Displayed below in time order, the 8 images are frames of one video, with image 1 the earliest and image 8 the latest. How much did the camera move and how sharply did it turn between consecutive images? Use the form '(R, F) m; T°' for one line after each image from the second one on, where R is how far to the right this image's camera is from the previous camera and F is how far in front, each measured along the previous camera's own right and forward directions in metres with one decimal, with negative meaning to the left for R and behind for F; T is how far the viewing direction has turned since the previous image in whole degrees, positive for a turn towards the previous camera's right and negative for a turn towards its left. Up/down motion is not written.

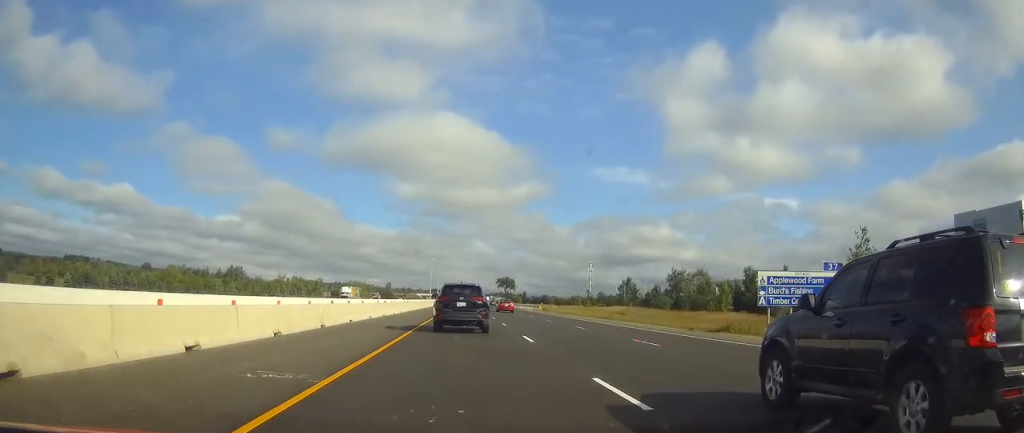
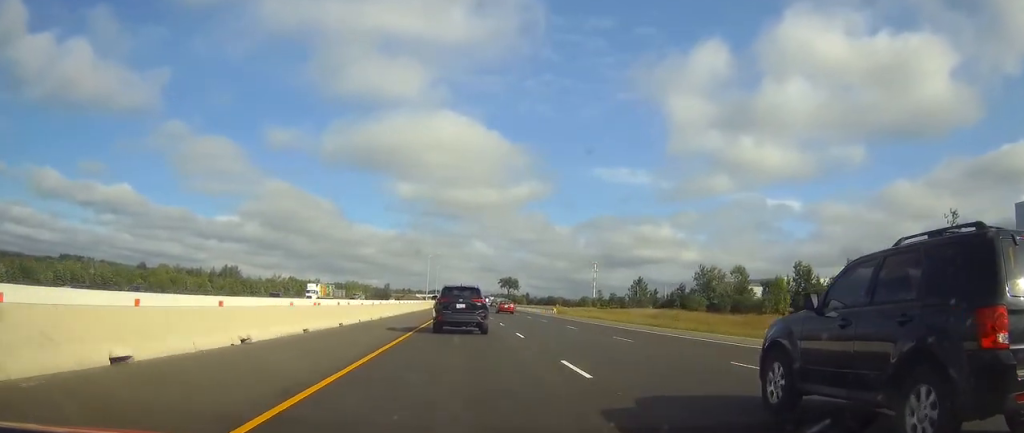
(0.0, +21.0) m; 0°
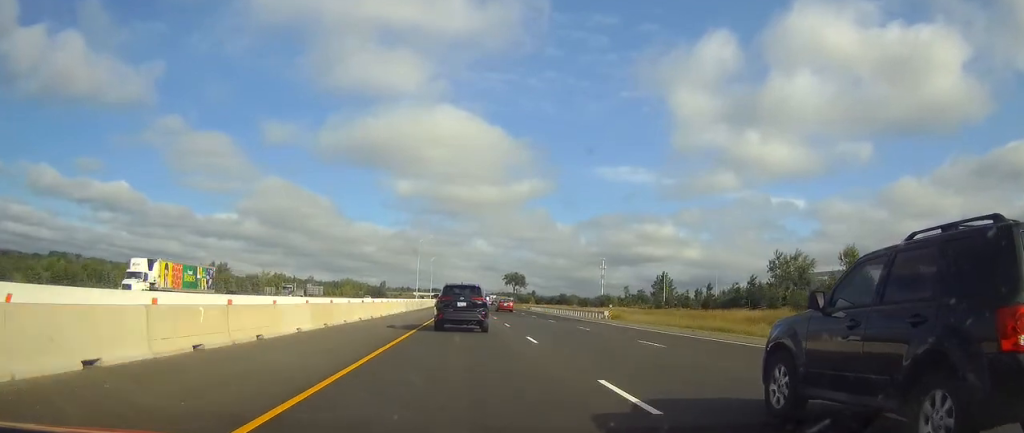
(-0.1, +40.0) m; 0°
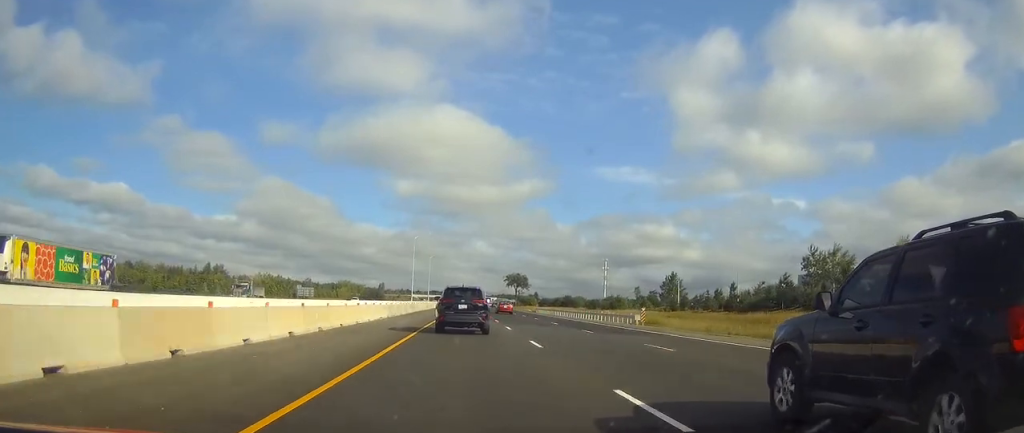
(0.0, +13.1) m; 0°
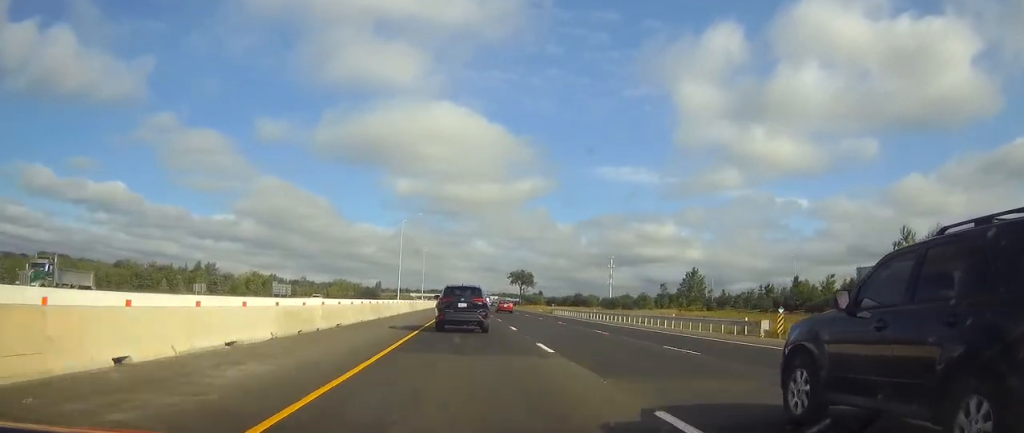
(+0.1, +26.2) m; 0°
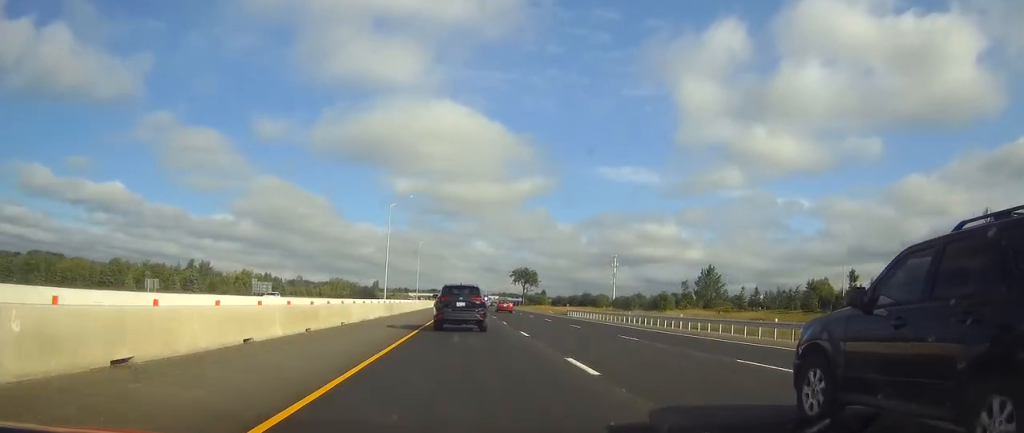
(-0.1, +17.2) m; 0°
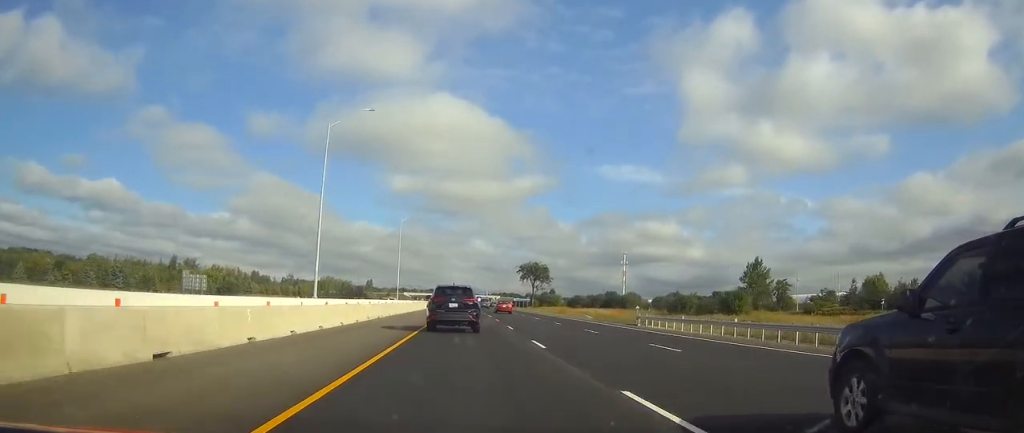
(0.0, +40.6) m; 0°
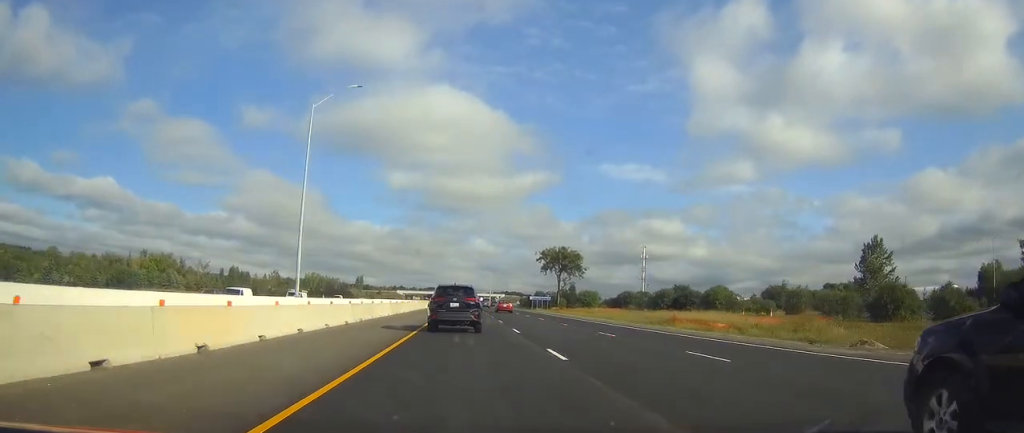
(0.0, +63.3) m; 0°
